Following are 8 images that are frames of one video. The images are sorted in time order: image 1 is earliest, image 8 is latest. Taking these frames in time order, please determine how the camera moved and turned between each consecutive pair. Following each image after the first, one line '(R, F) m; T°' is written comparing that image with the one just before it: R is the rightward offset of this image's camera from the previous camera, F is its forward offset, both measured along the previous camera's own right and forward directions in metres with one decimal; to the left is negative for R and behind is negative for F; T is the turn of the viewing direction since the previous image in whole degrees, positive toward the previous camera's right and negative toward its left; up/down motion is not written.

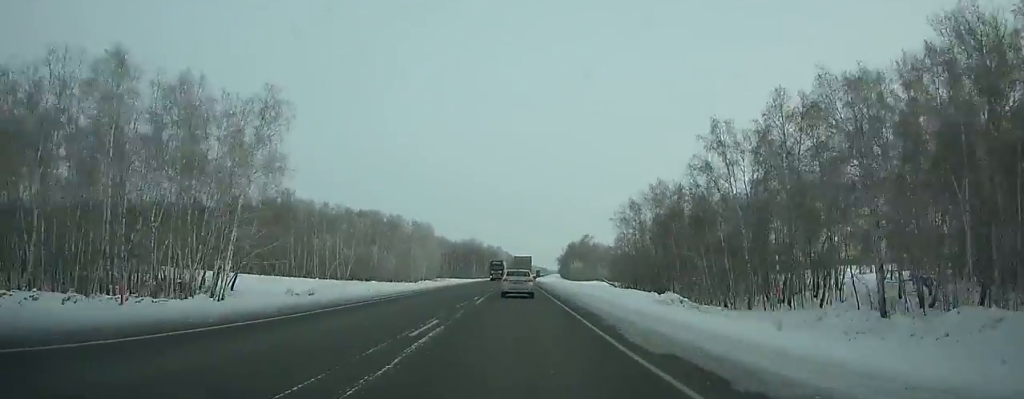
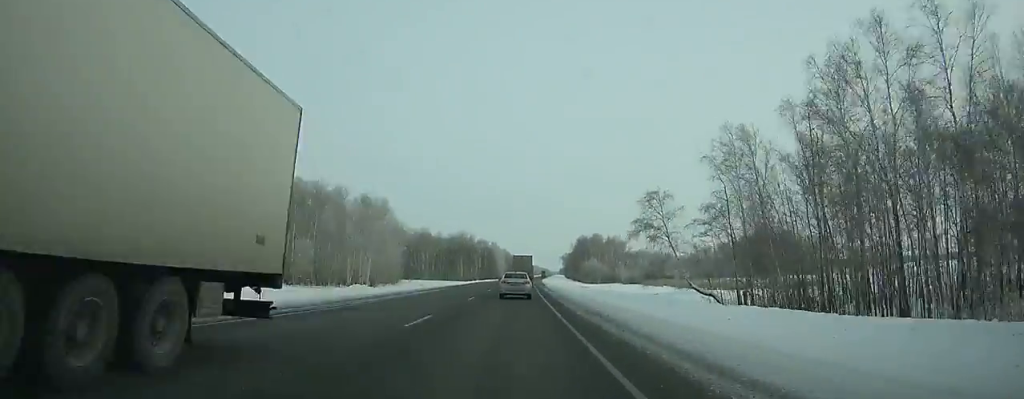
(0.0, +63.7) m; 0°
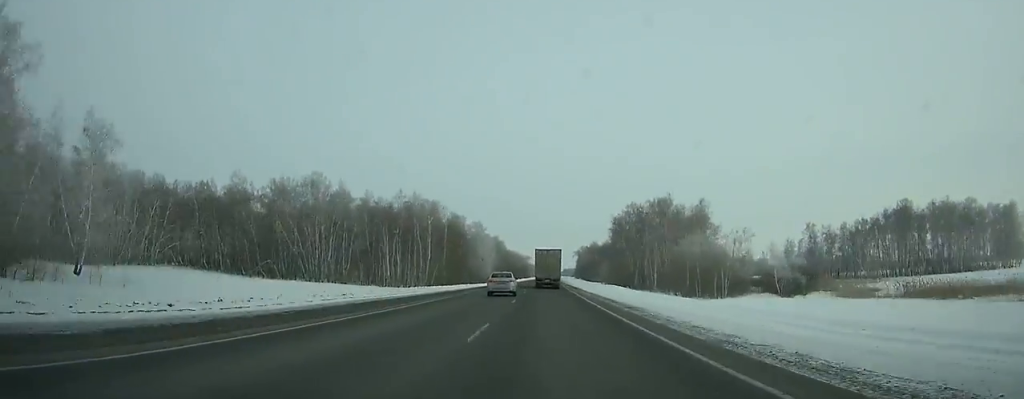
(0.0, +134.2) m; +1°
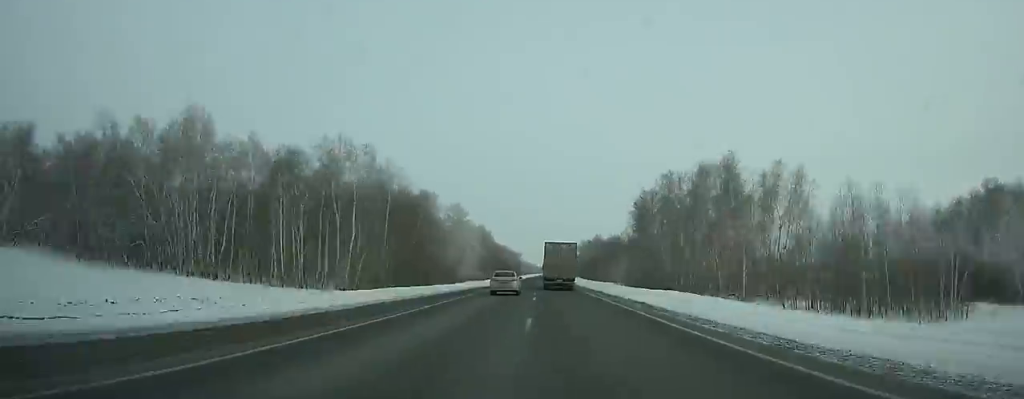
(+0.1, +46.2) m; +1°
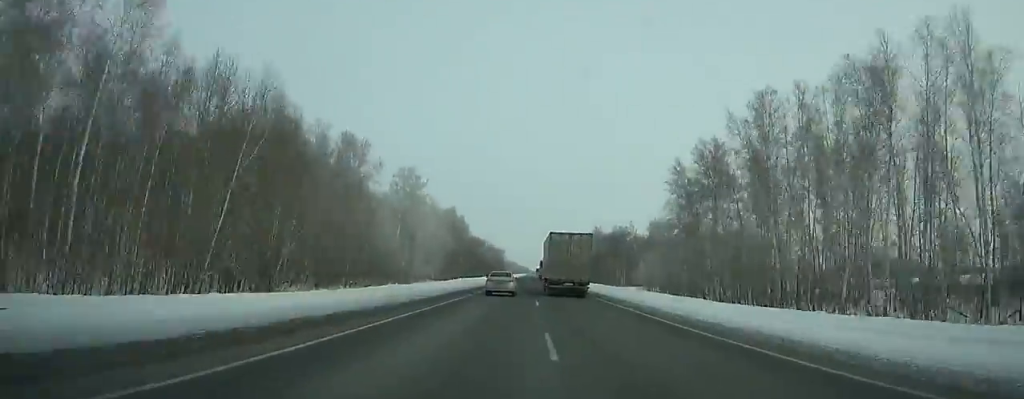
(+0.7, +53.5) m; +1°
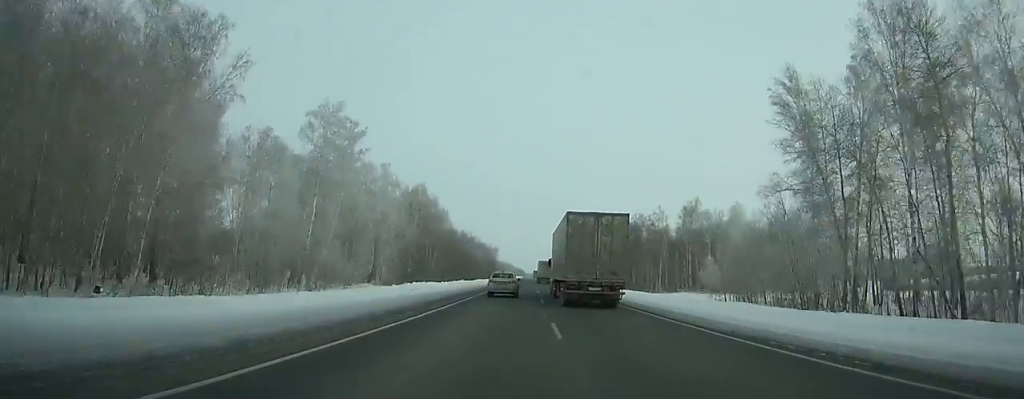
(+0.2, +44.6) m; 0°
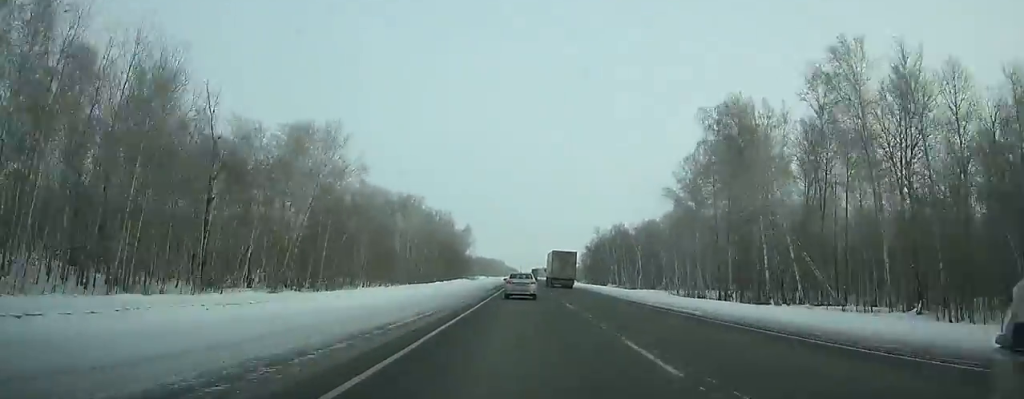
(+1.4, +150.0) m; +1°
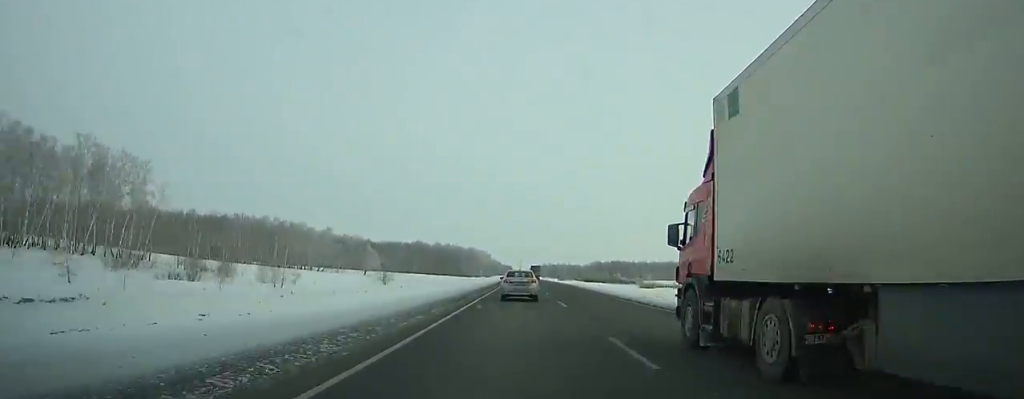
(-0.1, +240.0) m; 0°
